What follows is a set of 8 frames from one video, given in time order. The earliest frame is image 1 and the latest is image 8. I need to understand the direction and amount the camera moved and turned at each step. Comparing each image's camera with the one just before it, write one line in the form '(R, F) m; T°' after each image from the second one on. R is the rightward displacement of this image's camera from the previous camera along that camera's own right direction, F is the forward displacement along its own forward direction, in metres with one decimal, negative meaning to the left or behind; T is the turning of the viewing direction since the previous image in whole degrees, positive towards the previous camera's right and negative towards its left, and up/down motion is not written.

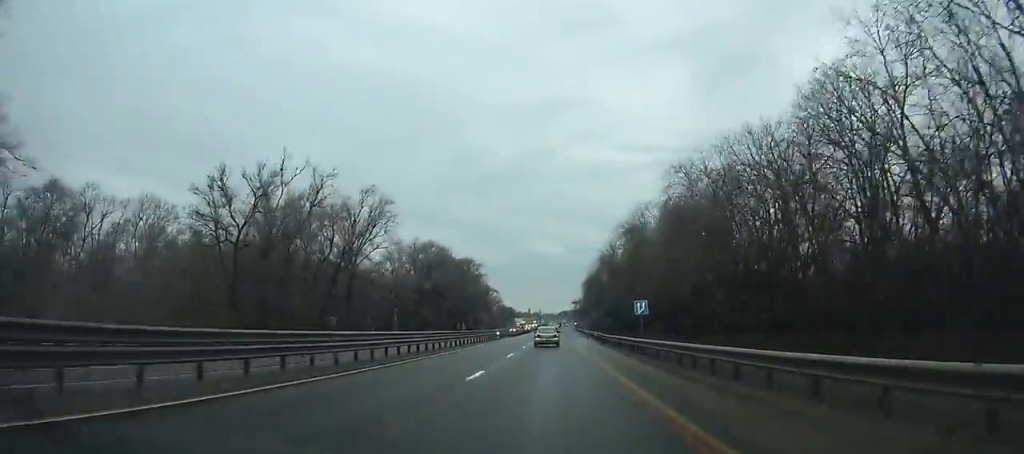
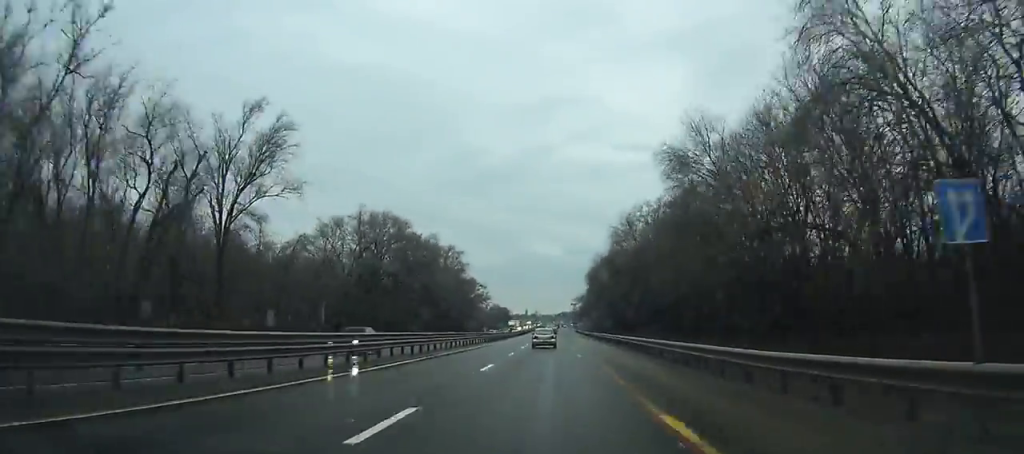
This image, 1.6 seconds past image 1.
(-0.1, +31.8) m; 0°
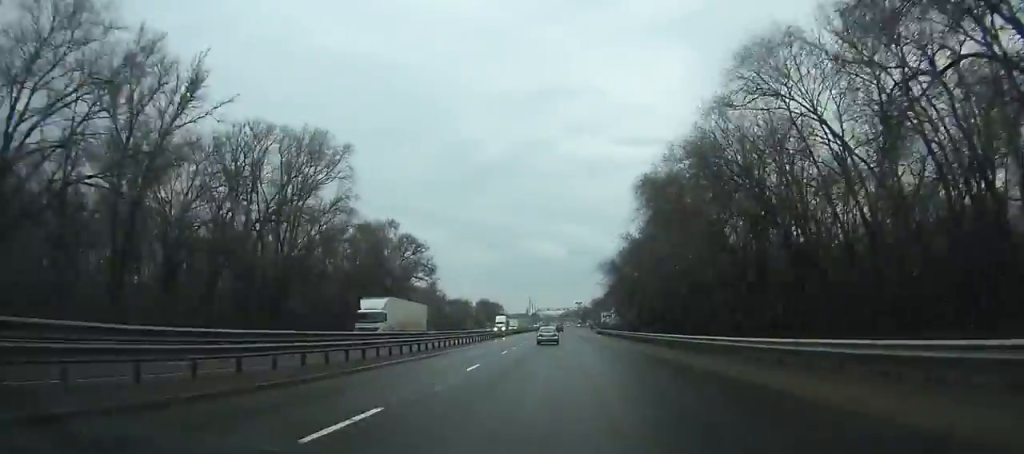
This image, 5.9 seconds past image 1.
(+0.5, +85.4) m; +1°
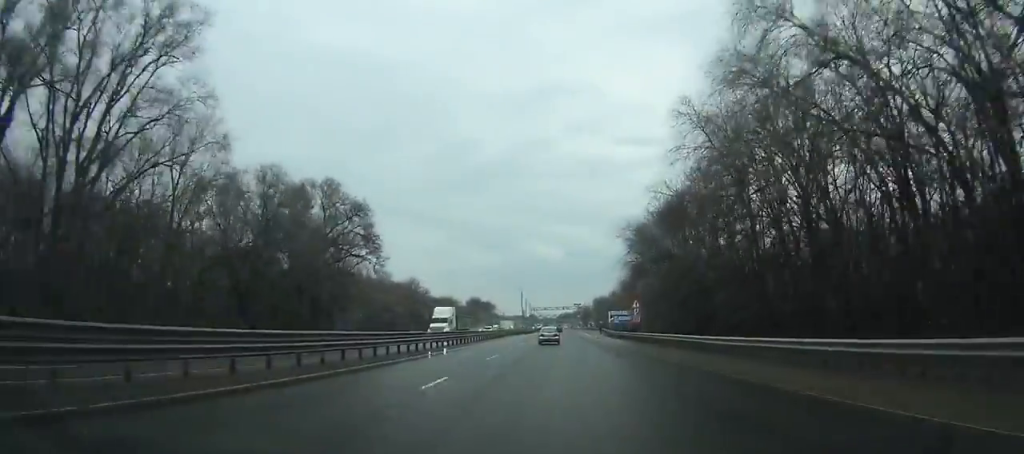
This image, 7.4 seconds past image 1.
(0.0, +29.8) m; 0°
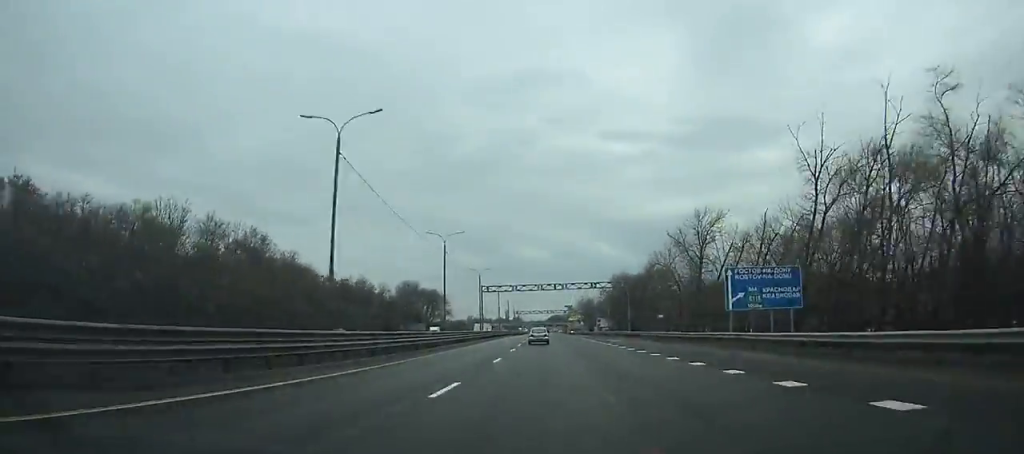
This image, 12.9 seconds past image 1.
(+0.1, +109.3) m; 0°
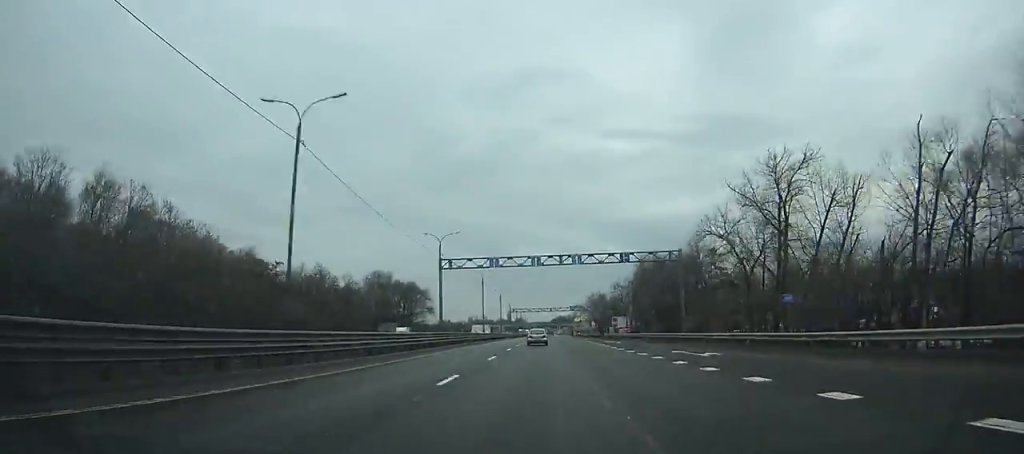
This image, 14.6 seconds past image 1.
(-0.2, +33.9) m; 0°
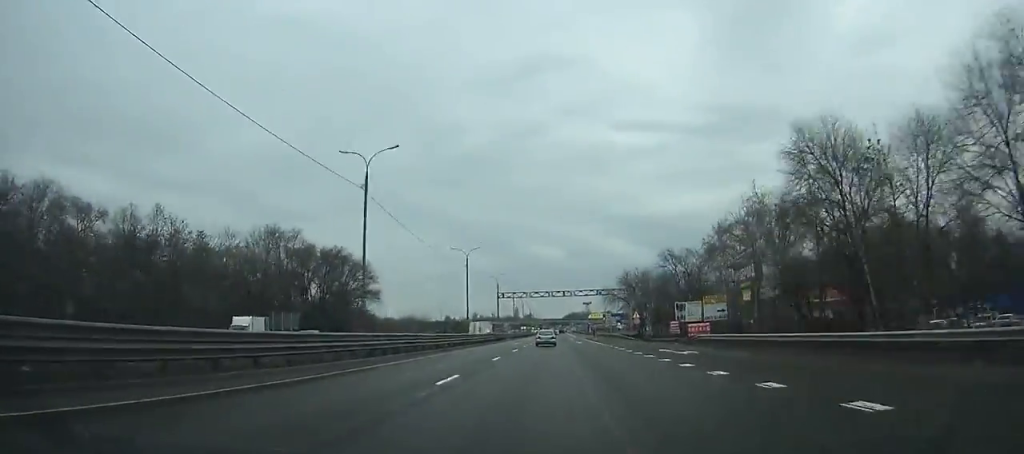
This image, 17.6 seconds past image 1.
(-0.3, +59.8) m; 0°
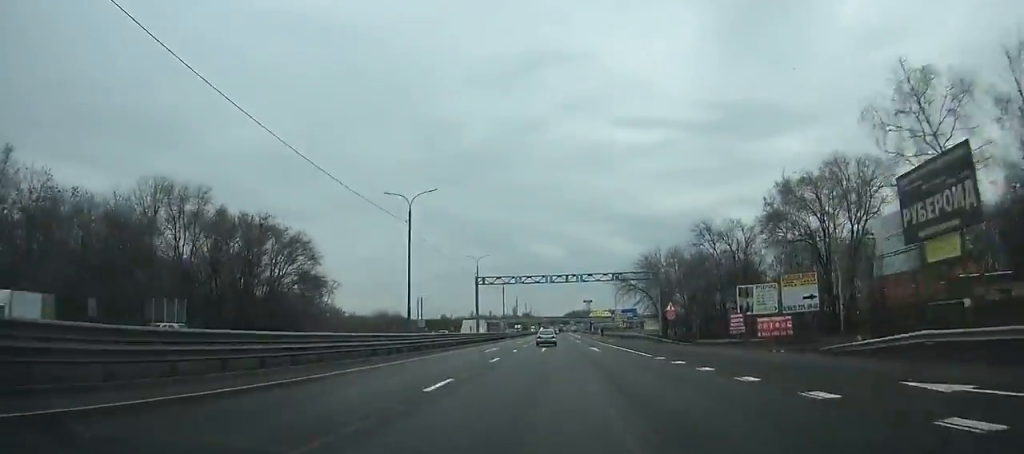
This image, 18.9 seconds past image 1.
(0.0, +25.9) m; 0°
